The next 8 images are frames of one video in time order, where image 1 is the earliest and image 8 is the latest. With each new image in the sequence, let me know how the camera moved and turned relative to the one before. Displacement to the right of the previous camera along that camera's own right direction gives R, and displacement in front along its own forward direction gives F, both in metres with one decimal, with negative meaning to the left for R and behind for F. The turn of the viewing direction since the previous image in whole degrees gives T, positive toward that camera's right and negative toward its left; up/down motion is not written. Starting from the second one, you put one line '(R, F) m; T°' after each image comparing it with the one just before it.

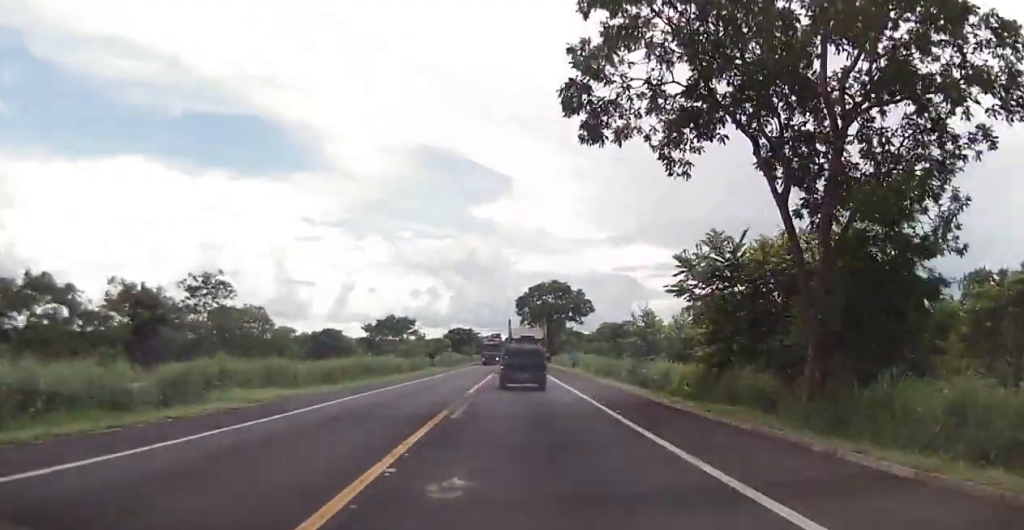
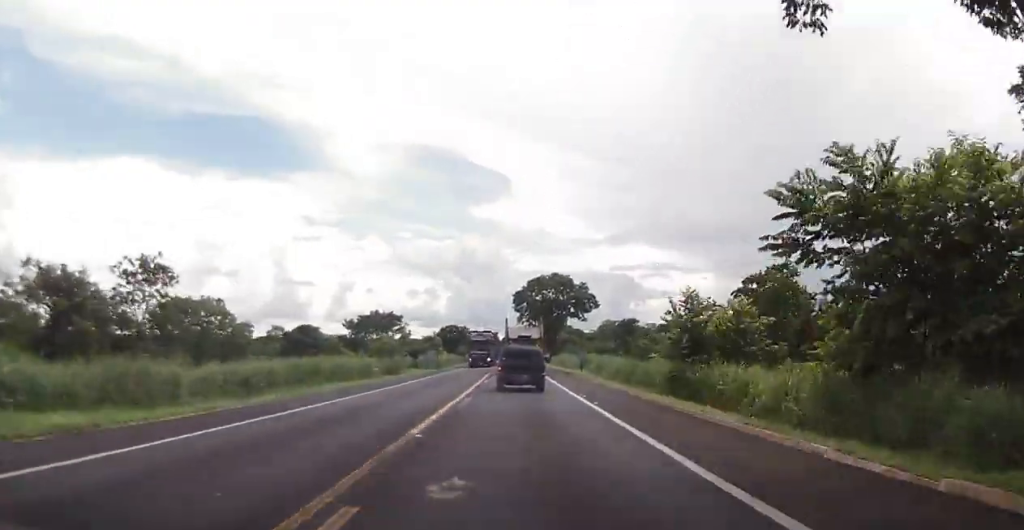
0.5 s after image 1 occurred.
(0.0, +11.9) m; 0°
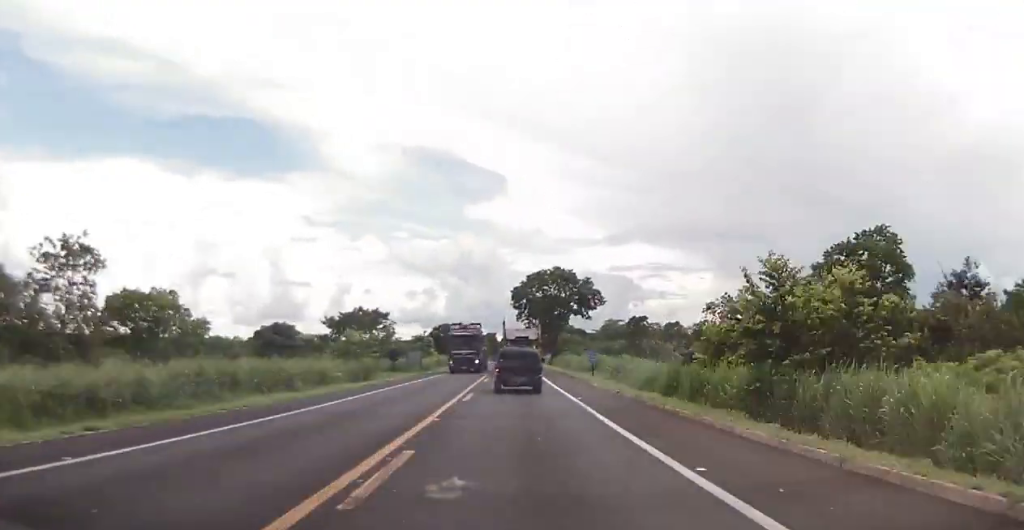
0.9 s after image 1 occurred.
(0.0, +10.9) m; 0°
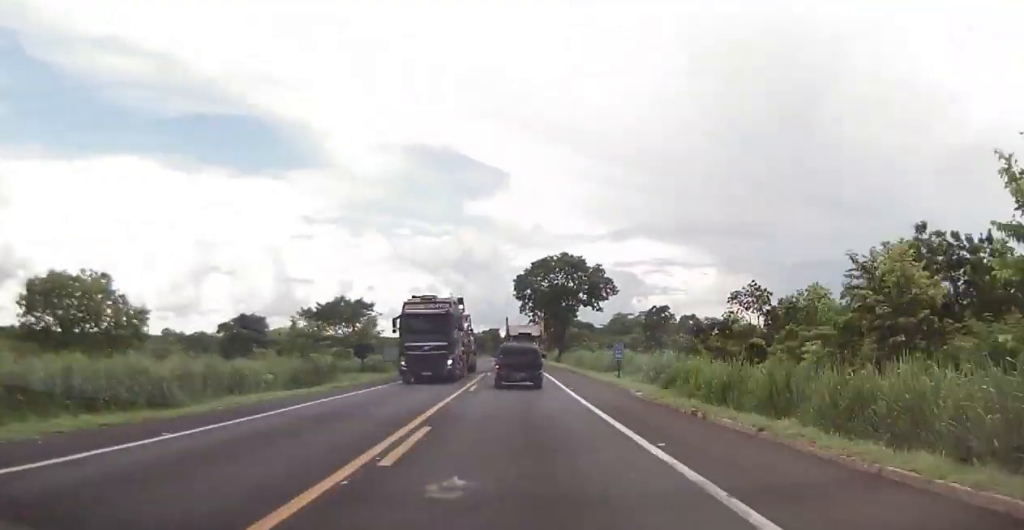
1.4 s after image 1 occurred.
(+0.1, +12.6) m; 0°
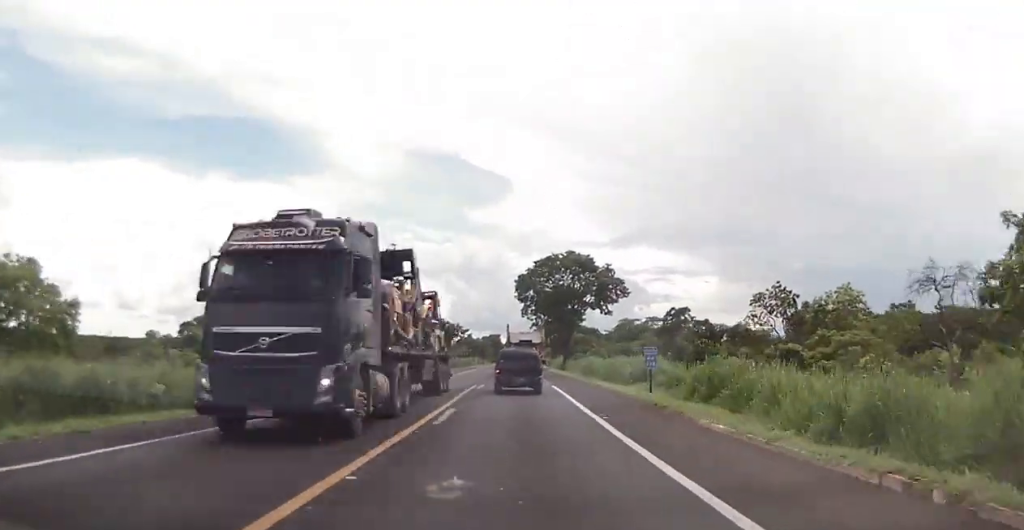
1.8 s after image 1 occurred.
(0.0, +10.0) m; 0°
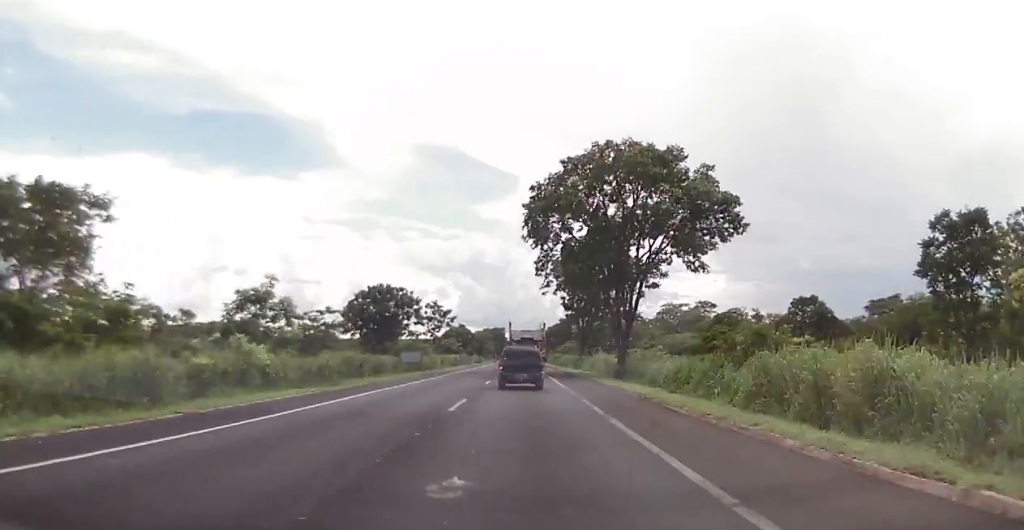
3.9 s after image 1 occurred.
(0.0, +52.0) m; 0°
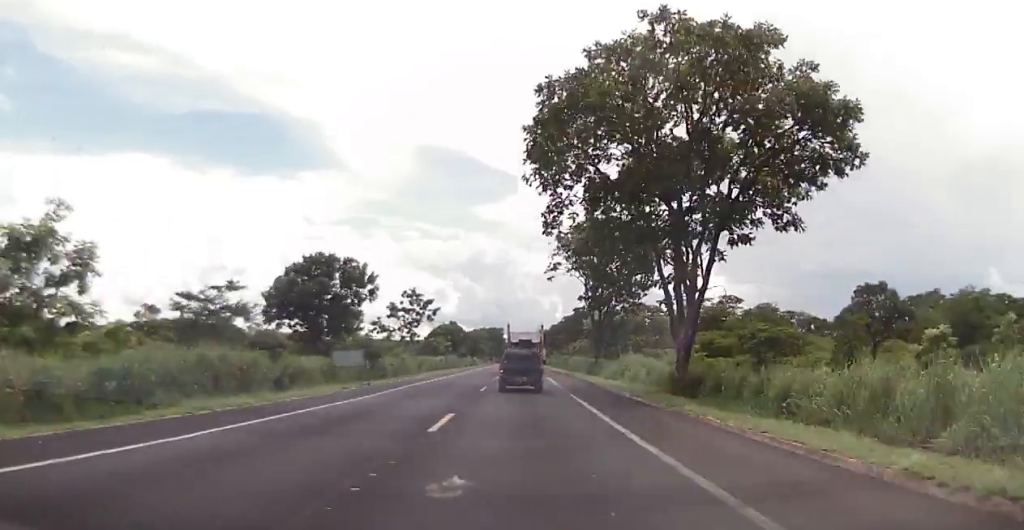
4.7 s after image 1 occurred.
(-0.1, +19.6) m; 0°
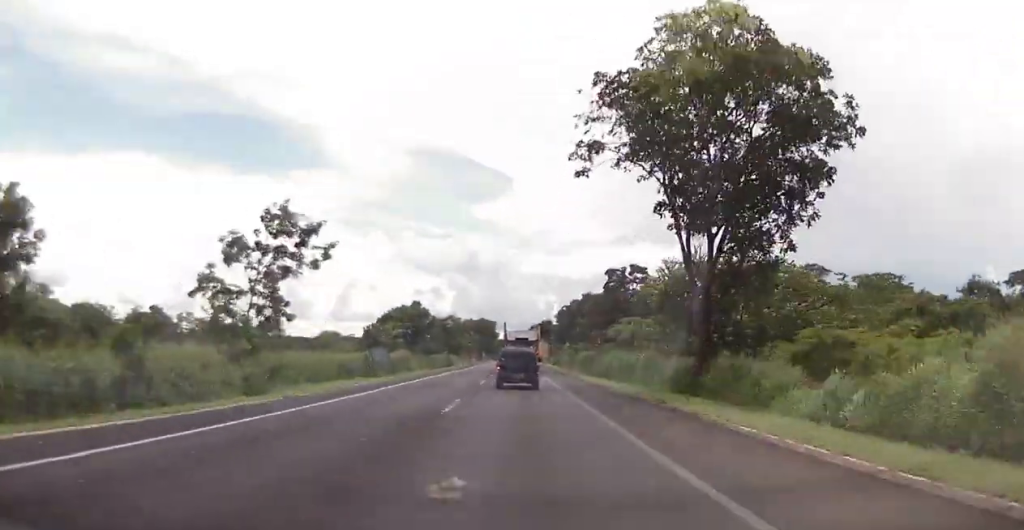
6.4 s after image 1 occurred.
(+0.7, +42.7) m; +1°
